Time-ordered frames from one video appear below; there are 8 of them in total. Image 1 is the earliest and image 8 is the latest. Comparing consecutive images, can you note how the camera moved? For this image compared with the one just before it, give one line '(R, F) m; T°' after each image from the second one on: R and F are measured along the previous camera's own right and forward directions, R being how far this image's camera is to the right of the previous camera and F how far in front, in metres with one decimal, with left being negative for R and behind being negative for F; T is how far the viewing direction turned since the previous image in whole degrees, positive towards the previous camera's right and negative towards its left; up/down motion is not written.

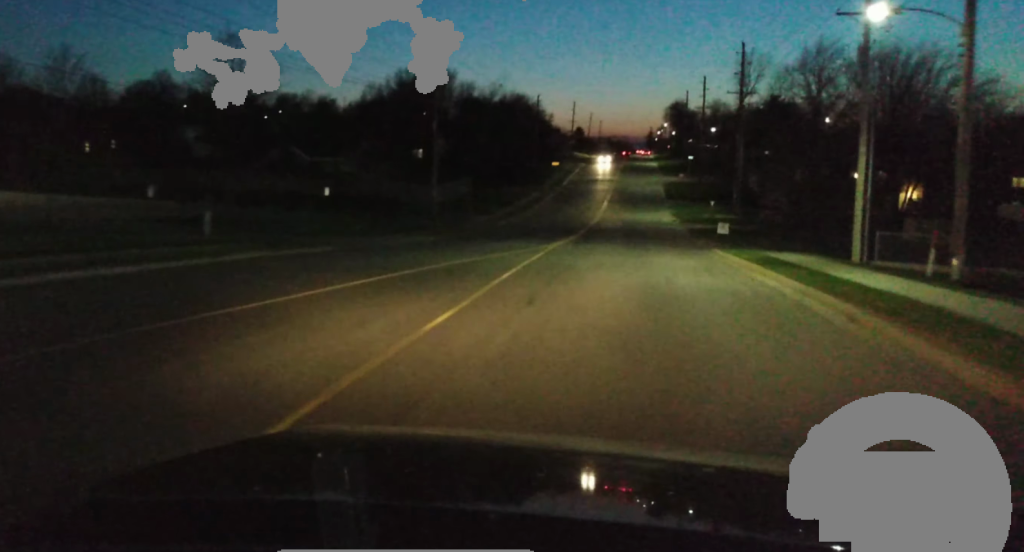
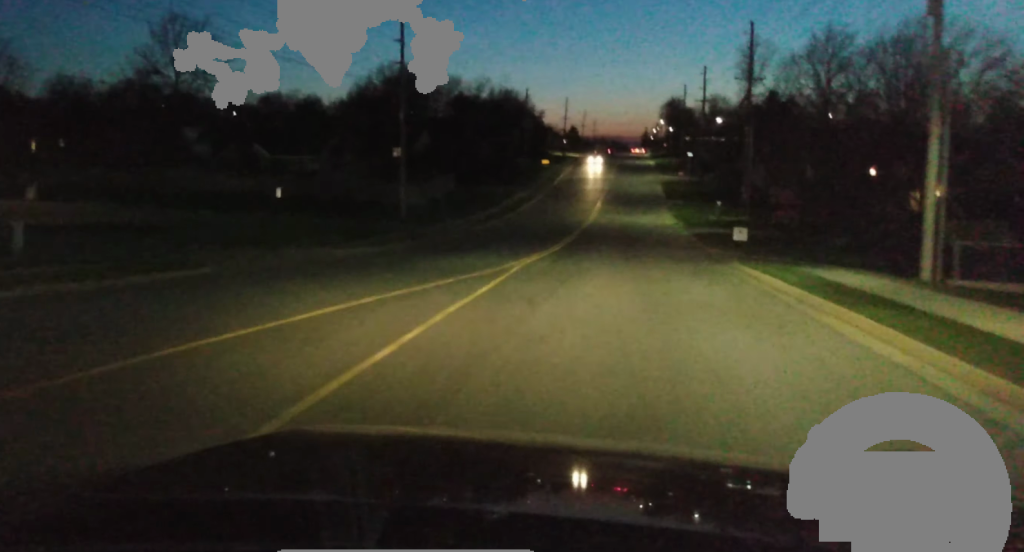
(0.0, +10.0) m; 0°
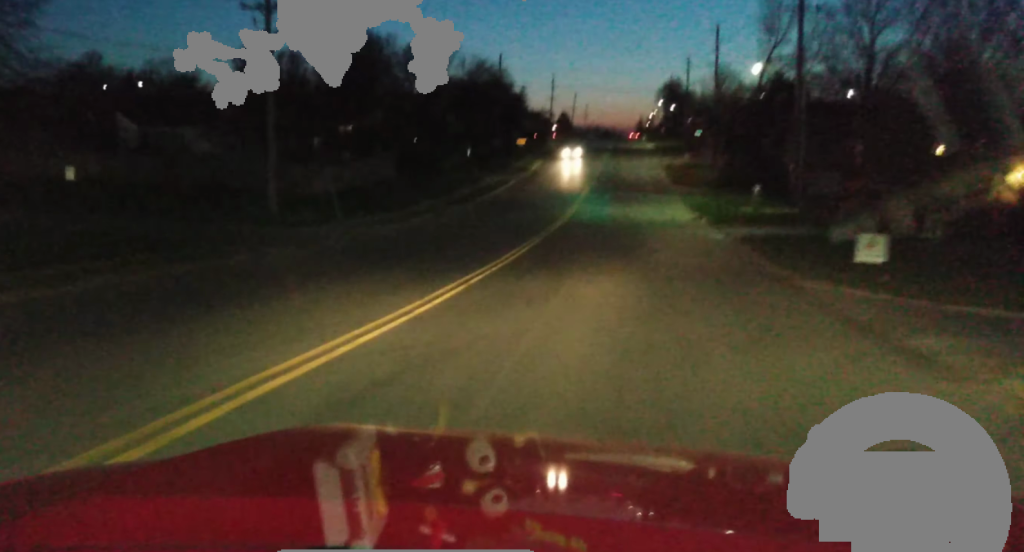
(+0.3, +24.0) m; +1°
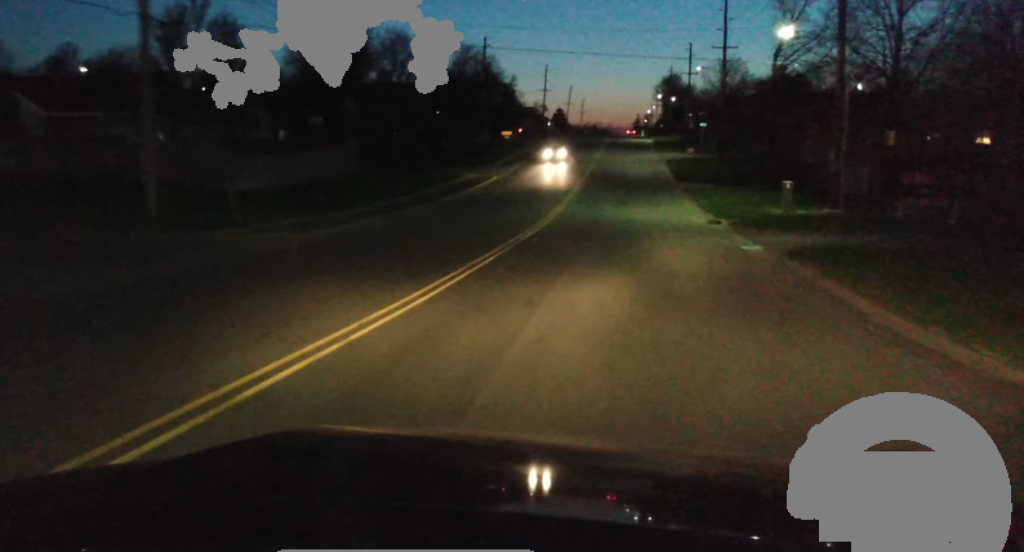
(-0.2, +10.8) m; +1°
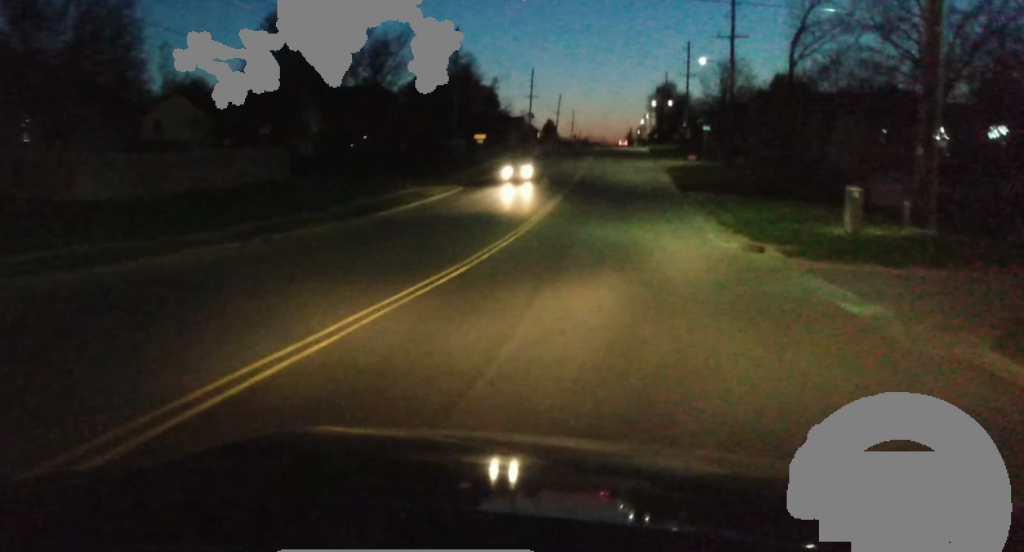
(+0.3, +13.6) m; +2°
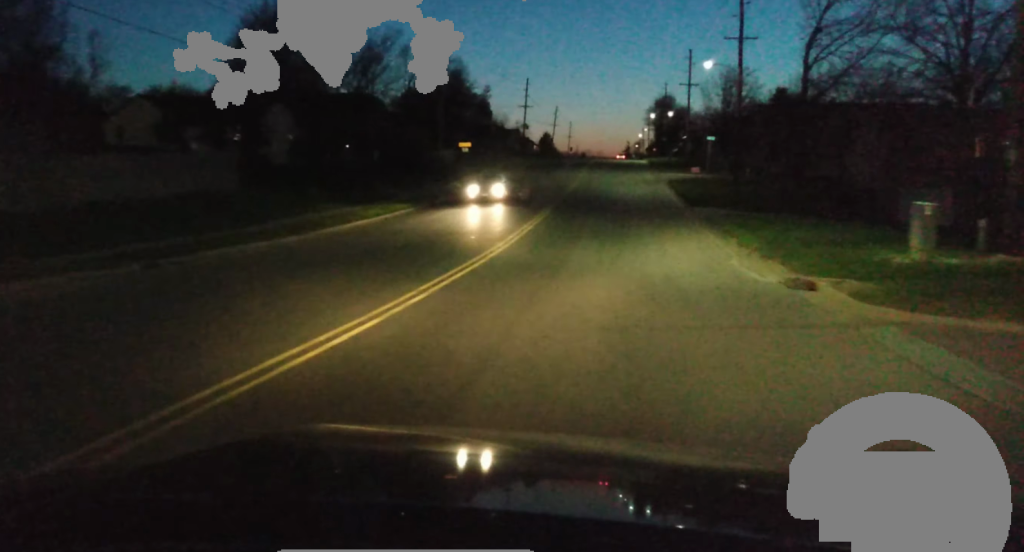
(+0.1, +7.2) m; +1°
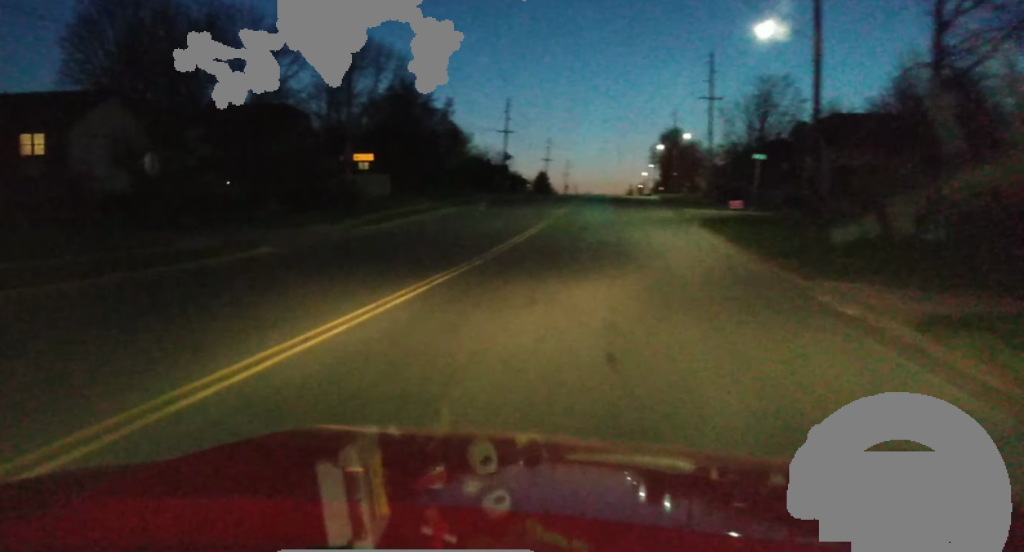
(-0.5, +29.8) m; -2°
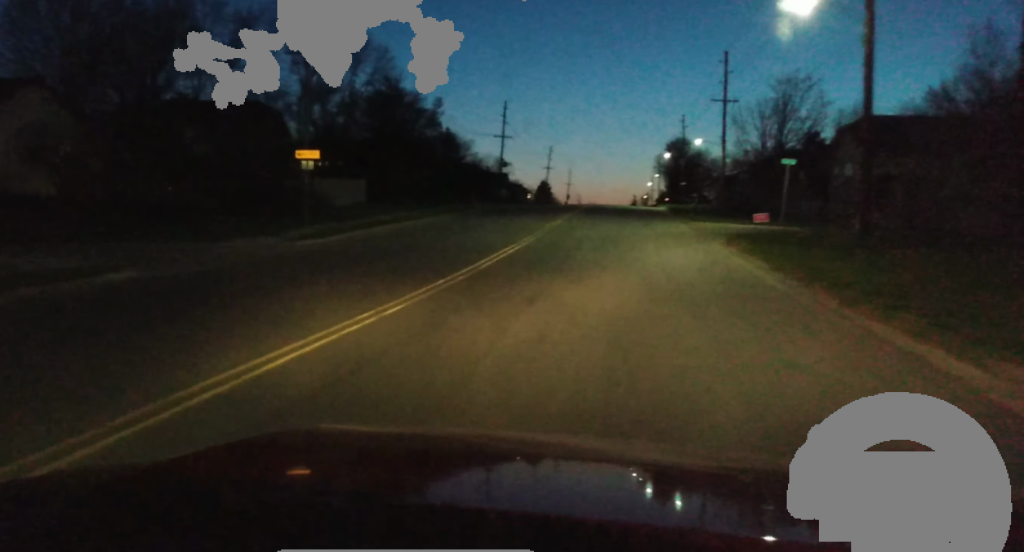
(0.0, +8.5) m; -1°
